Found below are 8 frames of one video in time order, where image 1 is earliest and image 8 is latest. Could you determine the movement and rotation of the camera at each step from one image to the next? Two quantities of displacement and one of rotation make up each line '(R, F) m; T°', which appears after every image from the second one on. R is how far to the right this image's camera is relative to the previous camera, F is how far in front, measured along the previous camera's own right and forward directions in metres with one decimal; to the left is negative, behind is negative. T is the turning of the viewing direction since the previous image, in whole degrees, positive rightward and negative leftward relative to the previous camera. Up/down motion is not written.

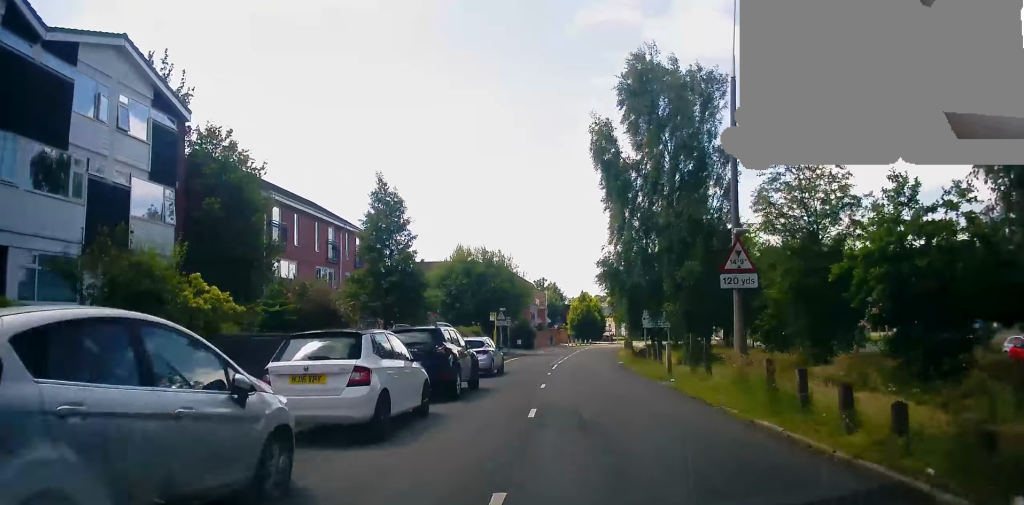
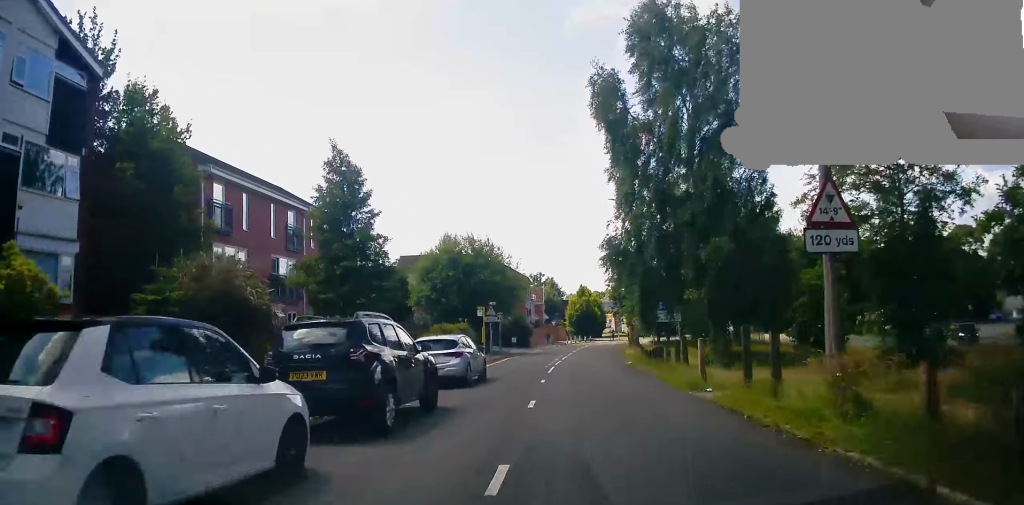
(-0.2, +4.9) m; 0°
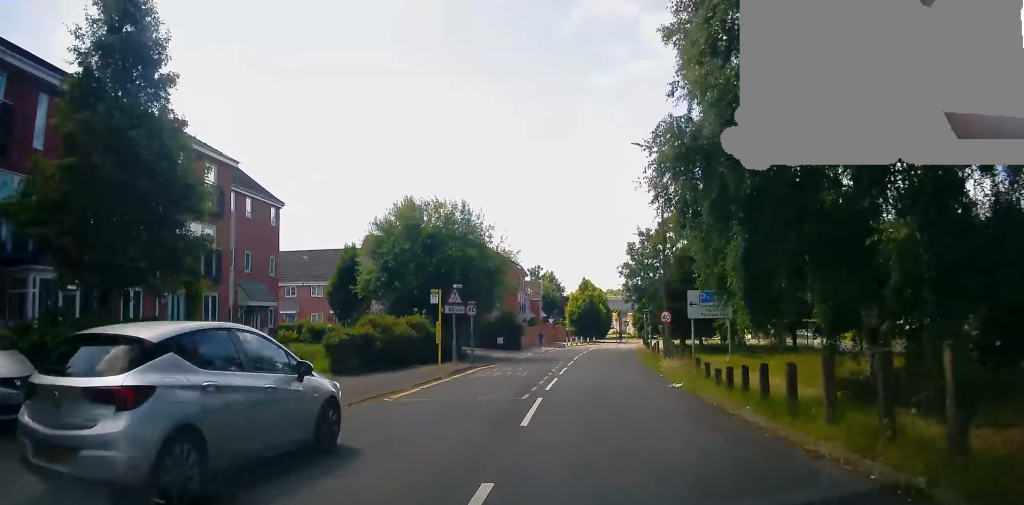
(+0.6, +12.6) m; +2°
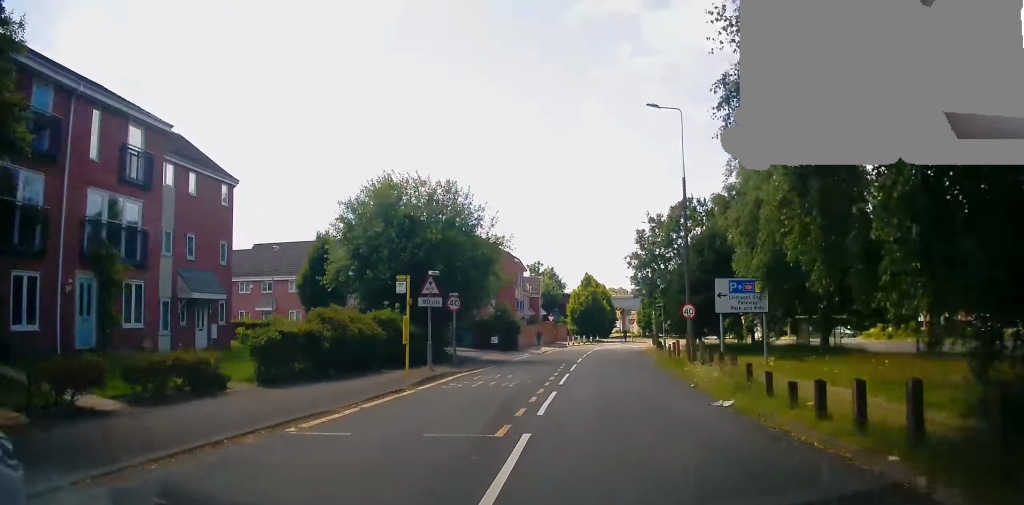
(-0.1, +4.9) m; 0°
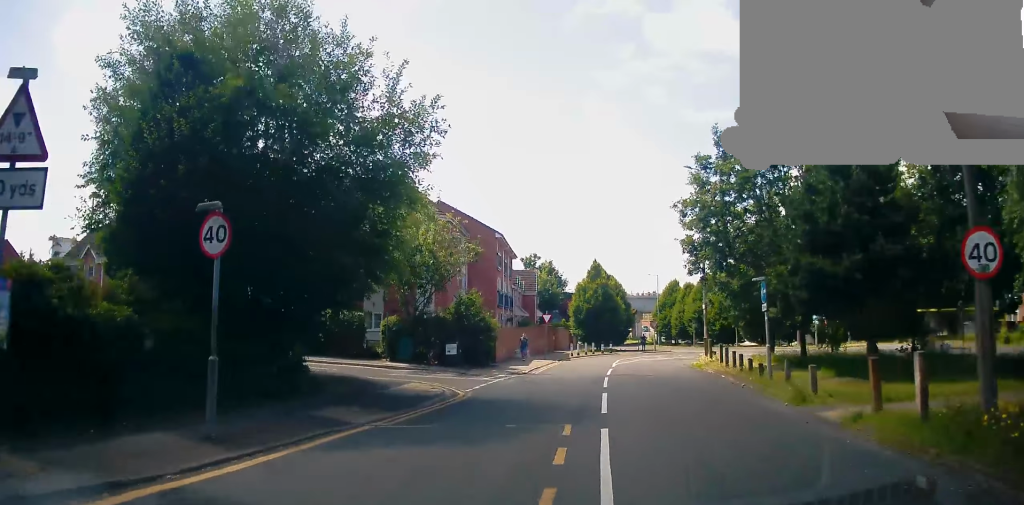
(-0.2, +17.5) m; +1°
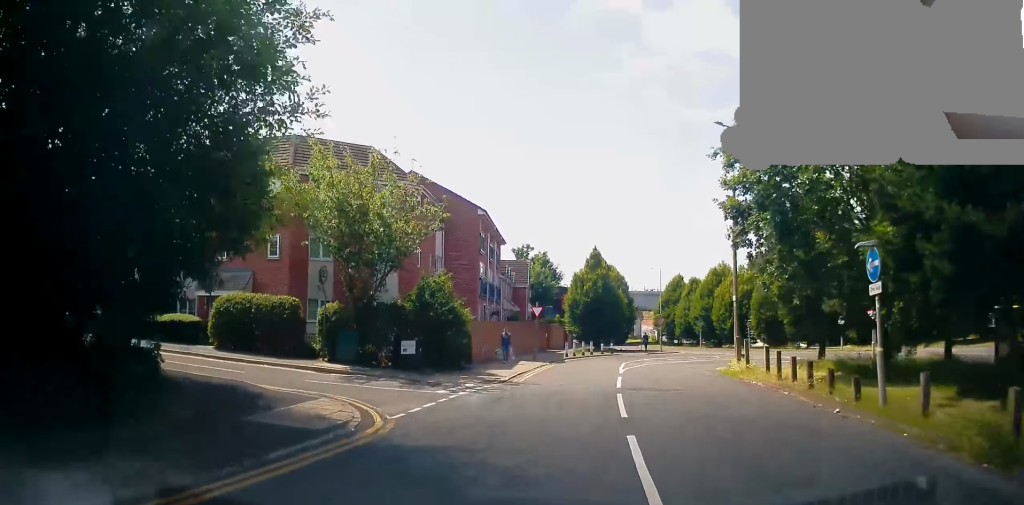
(+0.1, +6.9) m; 0°
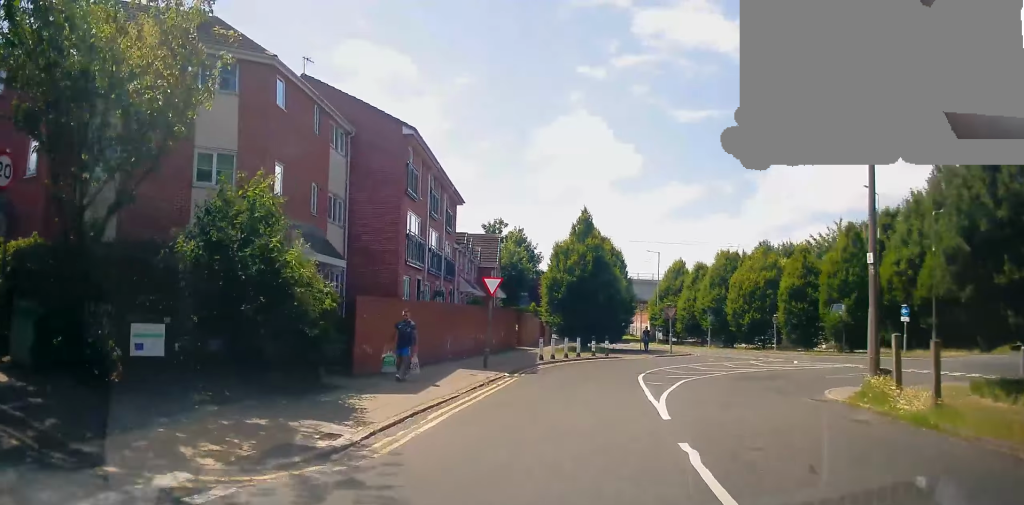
(-0.1, +13.8) m; 0°
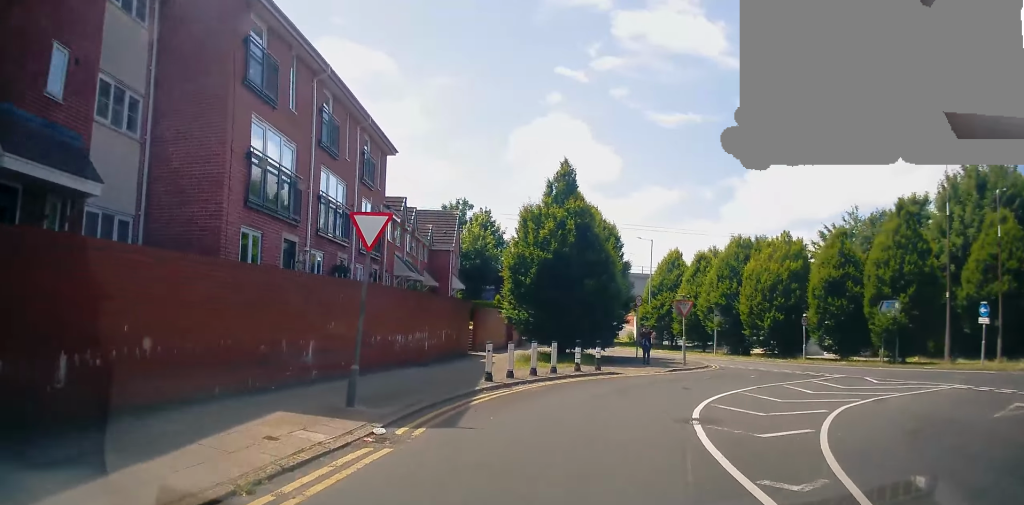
(+0.3, +12.1) m; +4°
